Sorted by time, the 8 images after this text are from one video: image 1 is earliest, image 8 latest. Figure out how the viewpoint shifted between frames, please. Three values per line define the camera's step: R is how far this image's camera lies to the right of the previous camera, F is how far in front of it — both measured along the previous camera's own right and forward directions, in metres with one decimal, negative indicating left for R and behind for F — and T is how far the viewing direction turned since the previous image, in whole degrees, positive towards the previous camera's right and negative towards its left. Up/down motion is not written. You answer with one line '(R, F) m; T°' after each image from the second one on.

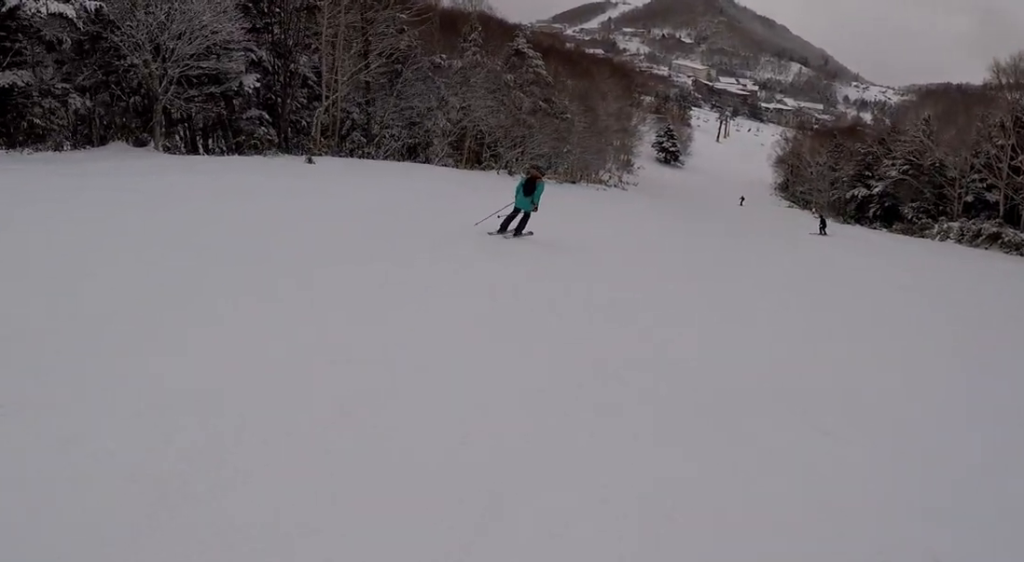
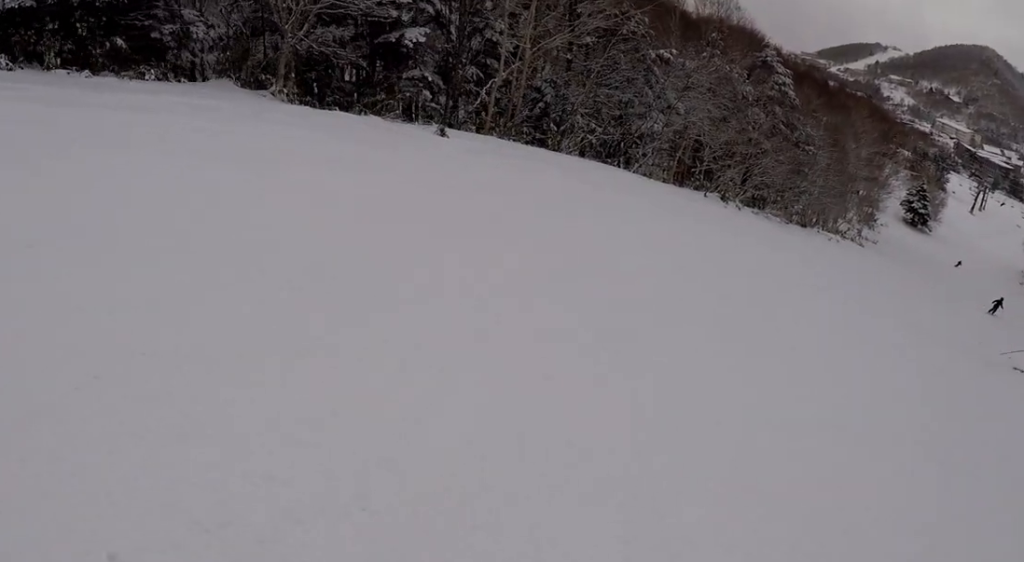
(-1.6, +6.5) m; -4°
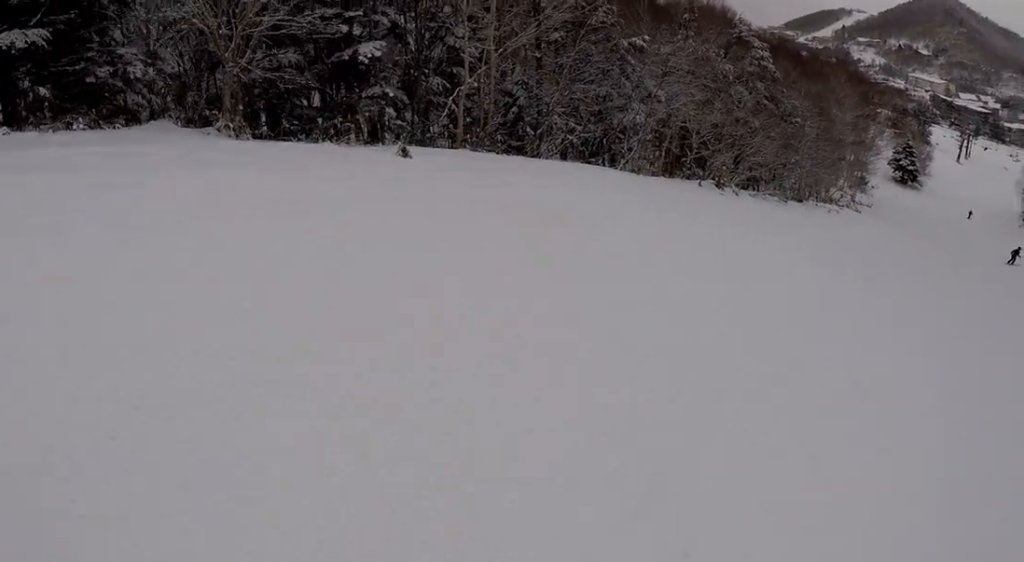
(-0.2, +2.0) m; +9°
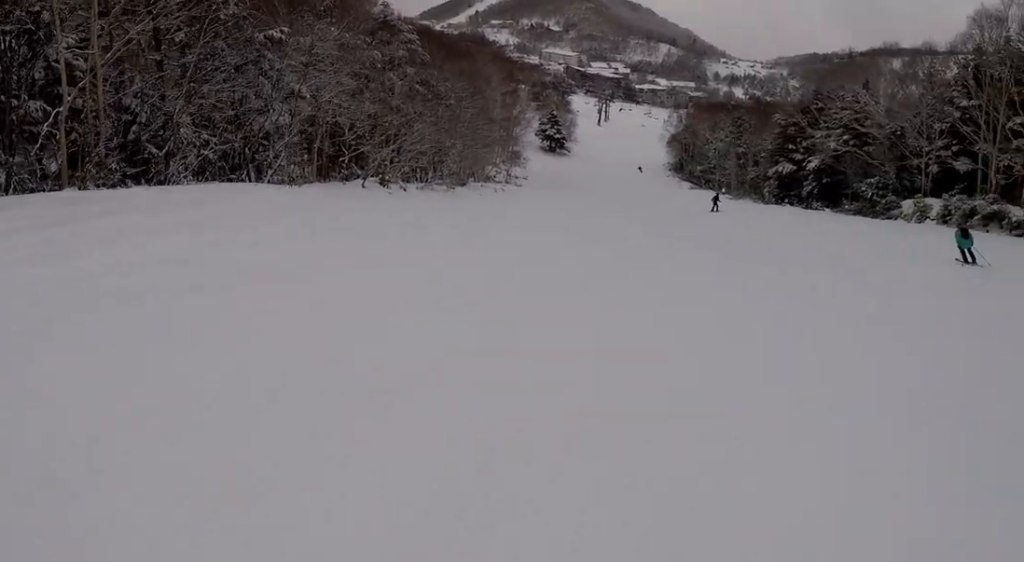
(+1.4, +3.9) m; +19°
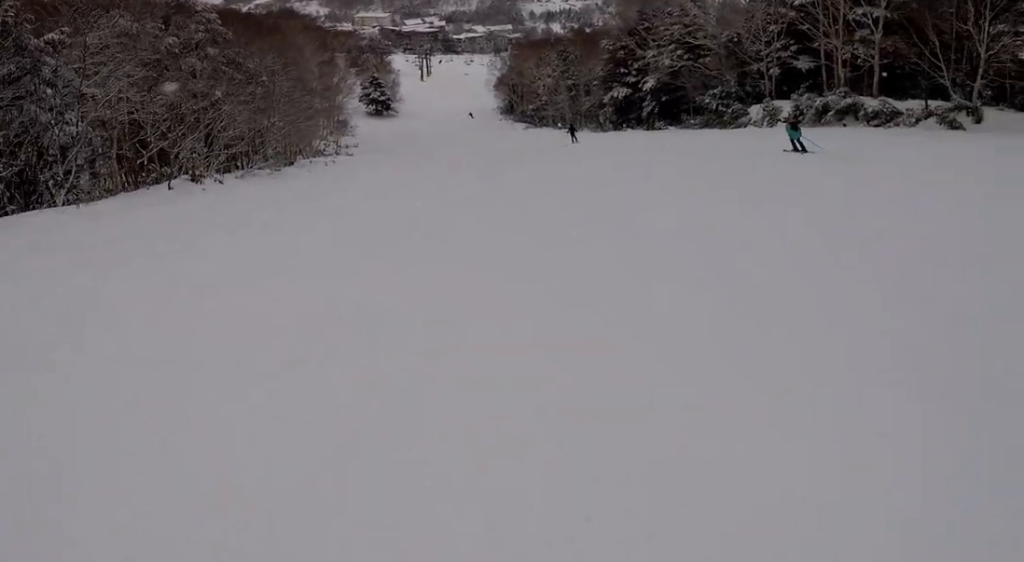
(+0.1, +2.6) m; +1°
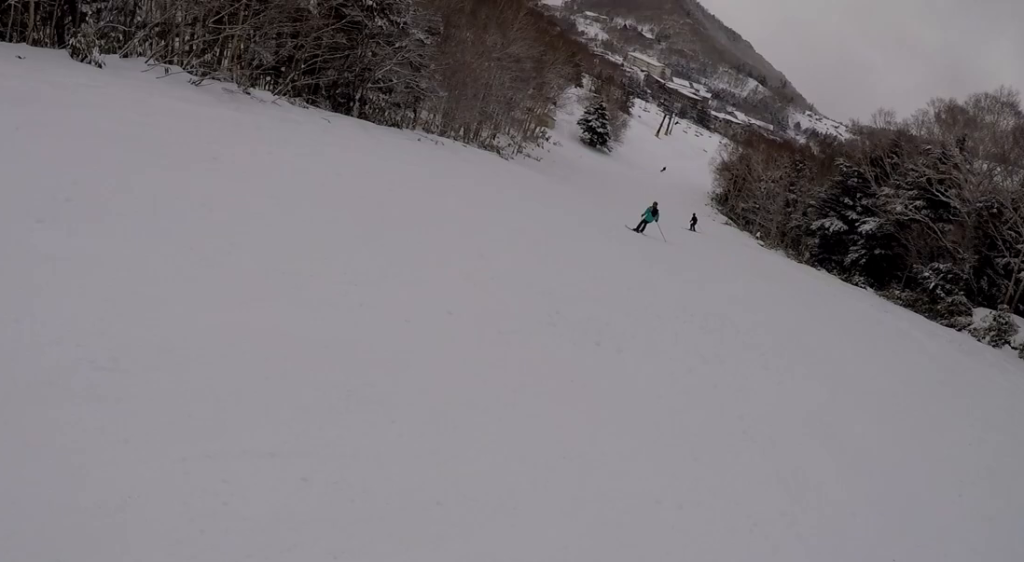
(-1.4, +10.4) m; -30°
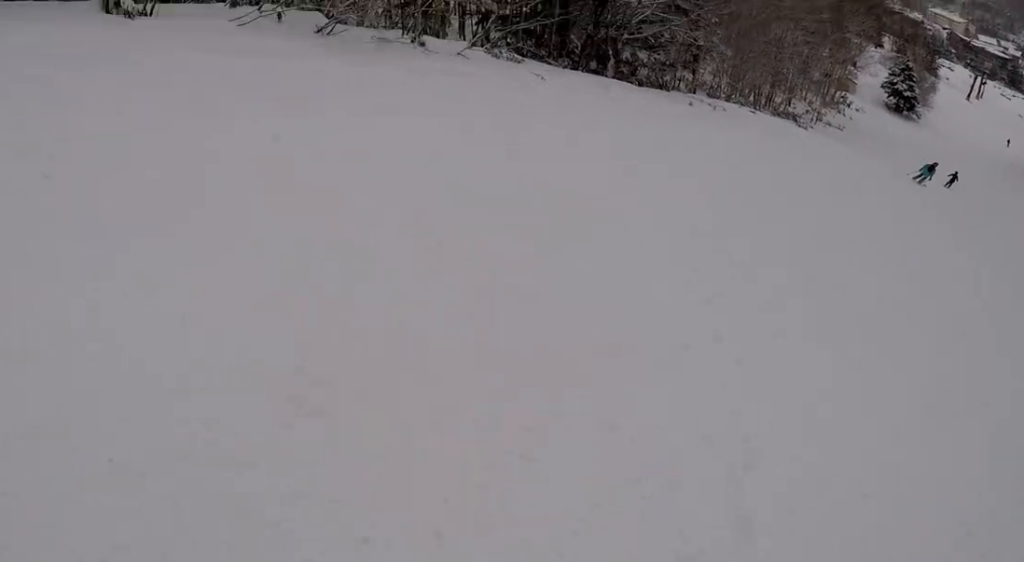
(-2.0, +7.1) m; -4°
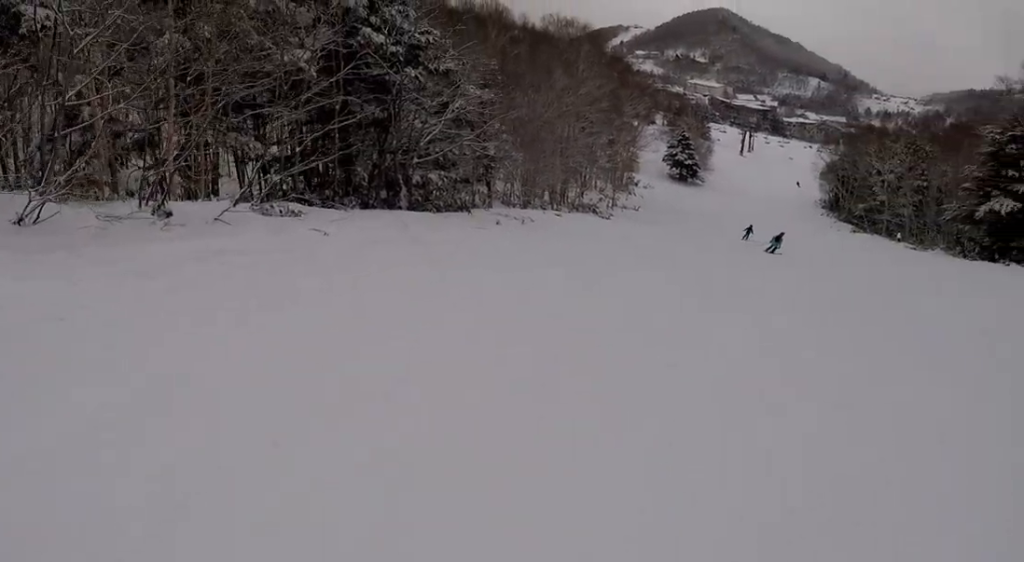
(+0.2, +3.7) m; +13°
